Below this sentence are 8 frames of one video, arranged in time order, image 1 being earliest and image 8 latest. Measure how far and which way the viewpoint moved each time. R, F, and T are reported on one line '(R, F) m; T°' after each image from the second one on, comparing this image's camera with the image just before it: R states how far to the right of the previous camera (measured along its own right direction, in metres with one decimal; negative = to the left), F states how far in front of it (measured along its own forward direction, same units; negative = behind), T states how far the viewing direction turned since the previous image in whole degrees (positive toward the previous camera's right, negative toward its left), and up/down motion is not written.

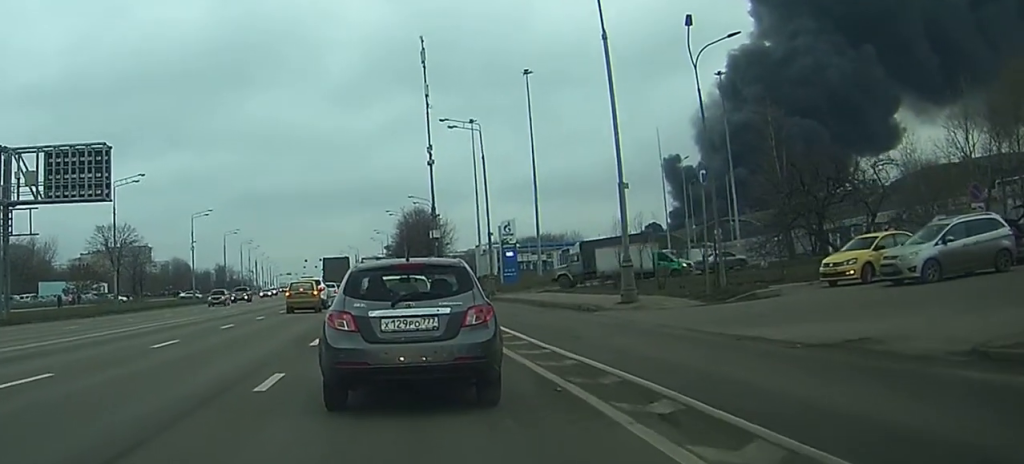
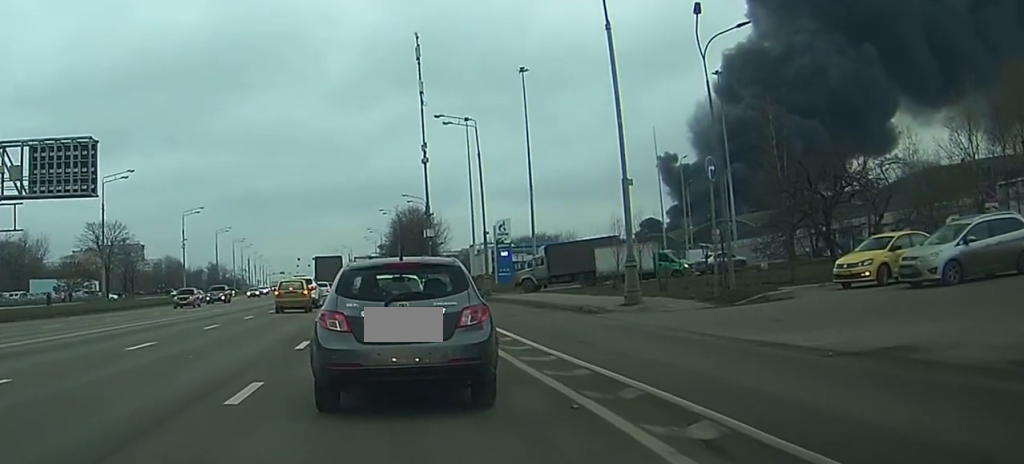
(-0.1, +1.3) m; -1°
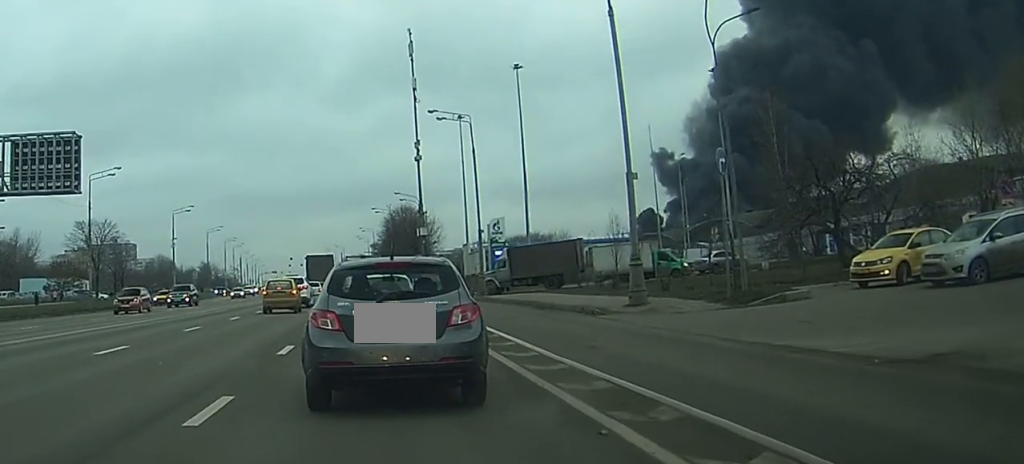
(0.0, +1.6) m; 0°
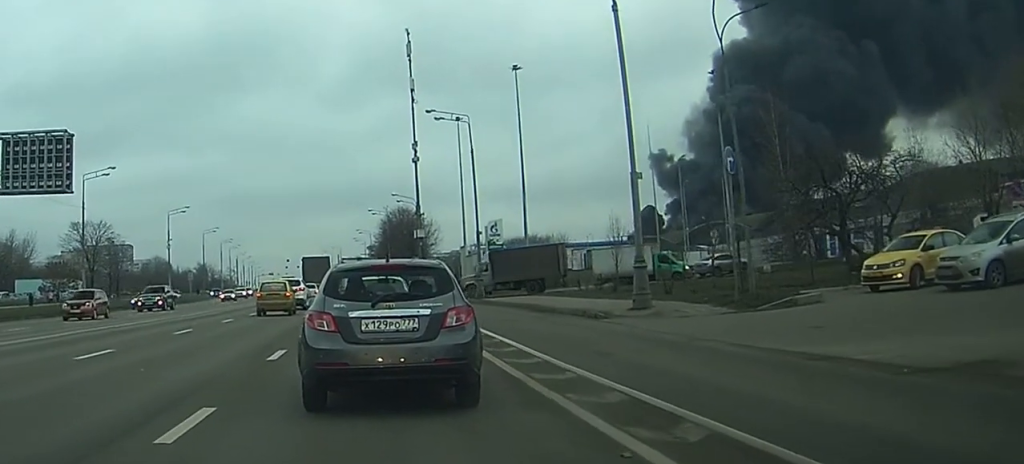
(0.0, +0.9) m; +1°
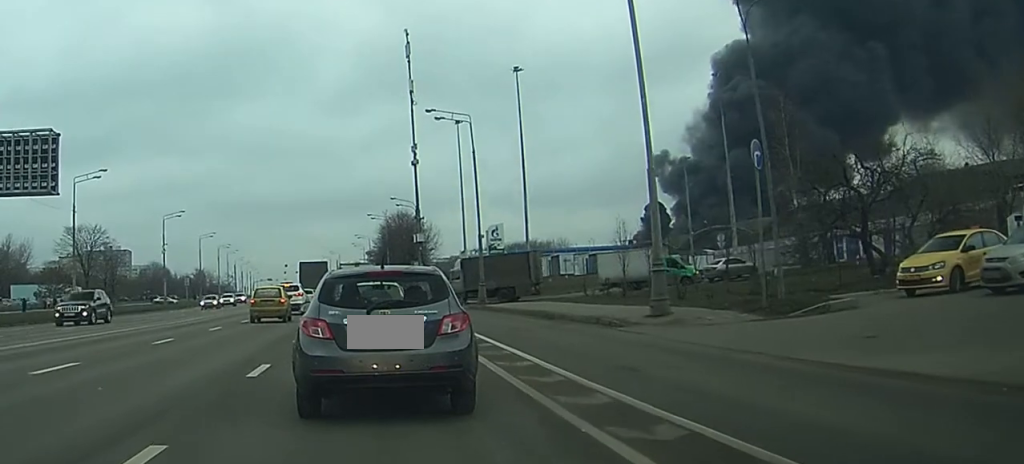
(0.0, +1.8) m; +1°
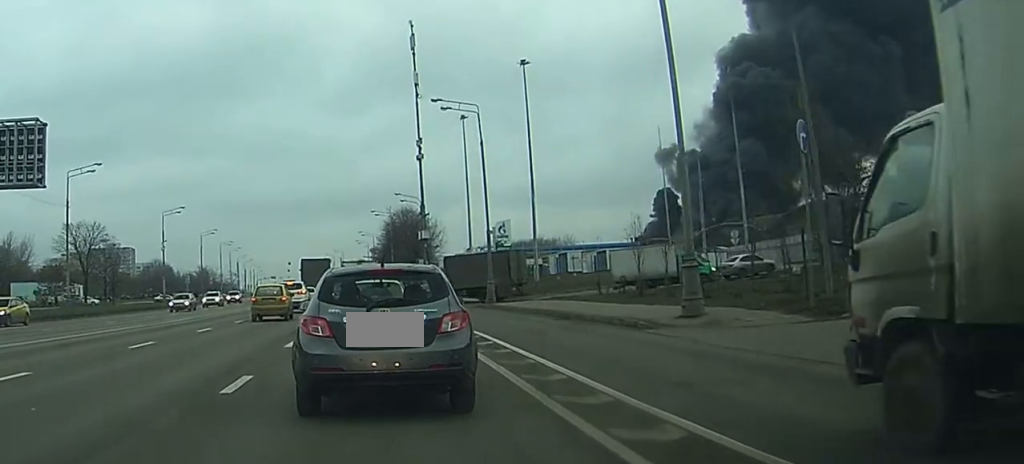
(0.0, +2.0) m; 0°
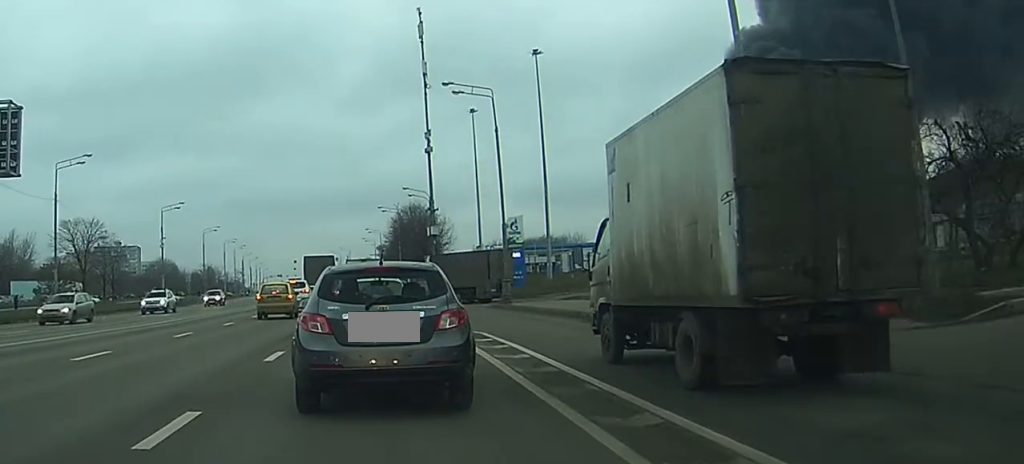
(0.0, +3.5) m; +1°
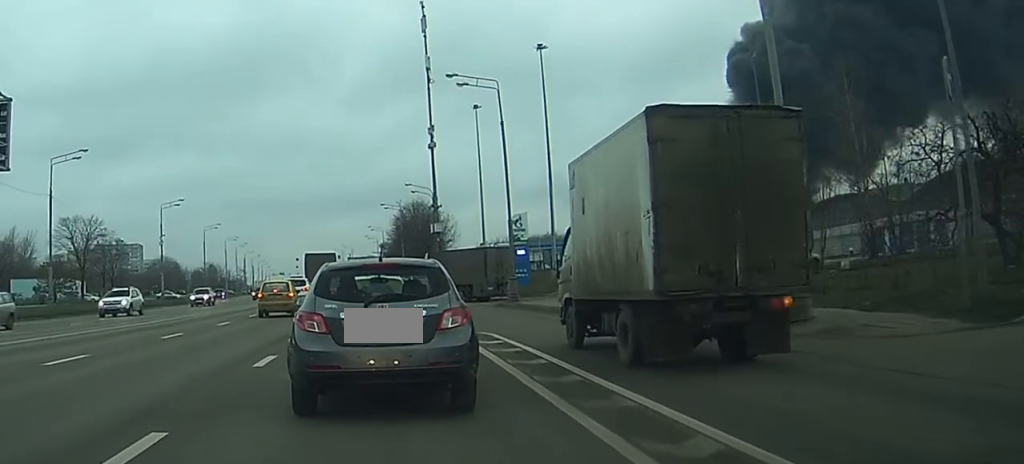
(0.0, +1.2) m; 0°
